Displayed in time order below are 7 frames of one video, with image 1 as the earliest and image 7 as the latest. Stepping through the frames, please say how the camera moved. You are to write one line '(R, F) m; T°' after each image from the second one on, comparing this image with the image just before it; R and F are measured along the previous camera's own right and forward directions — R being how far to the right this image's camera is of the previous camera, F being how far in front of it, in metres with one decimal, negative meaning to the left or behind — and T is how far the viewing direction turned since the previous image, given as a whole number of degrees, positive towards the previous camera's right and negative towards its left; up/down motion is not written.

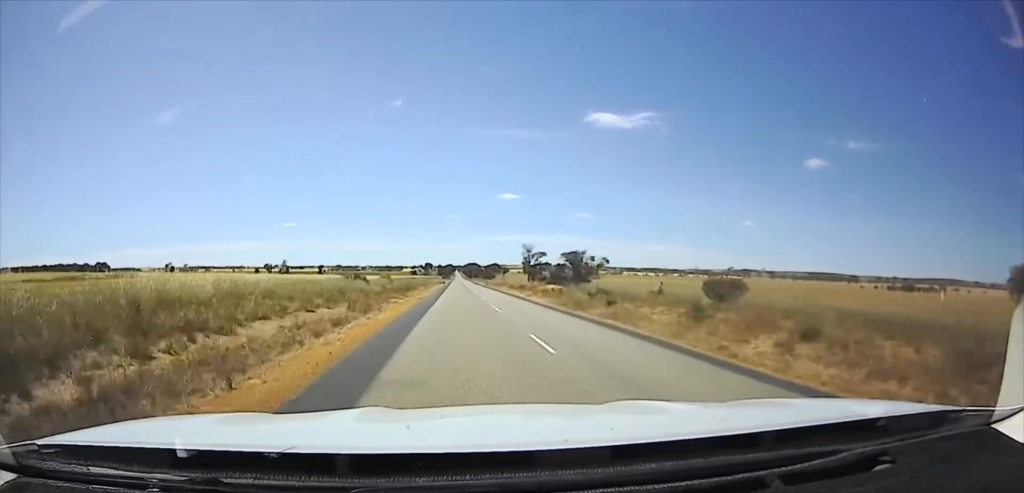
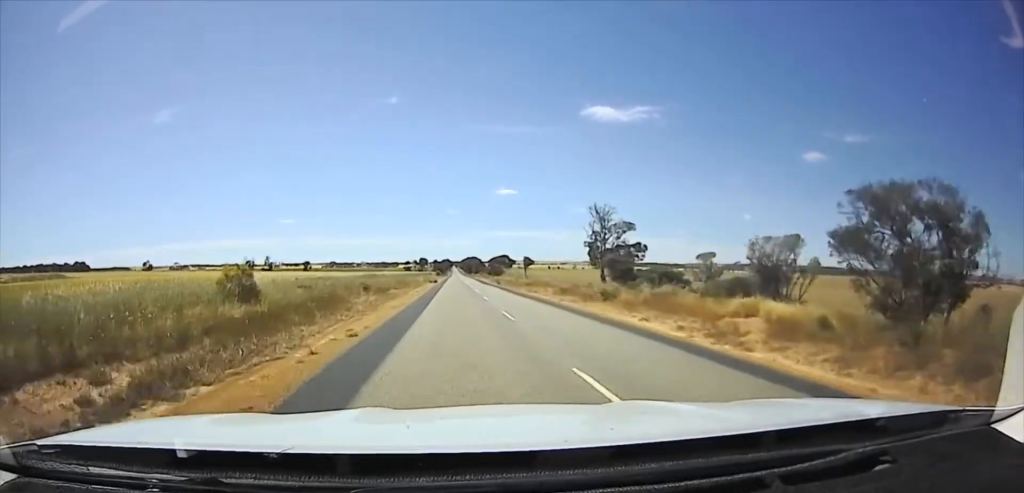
(-1.0, +49.1) m; -3°
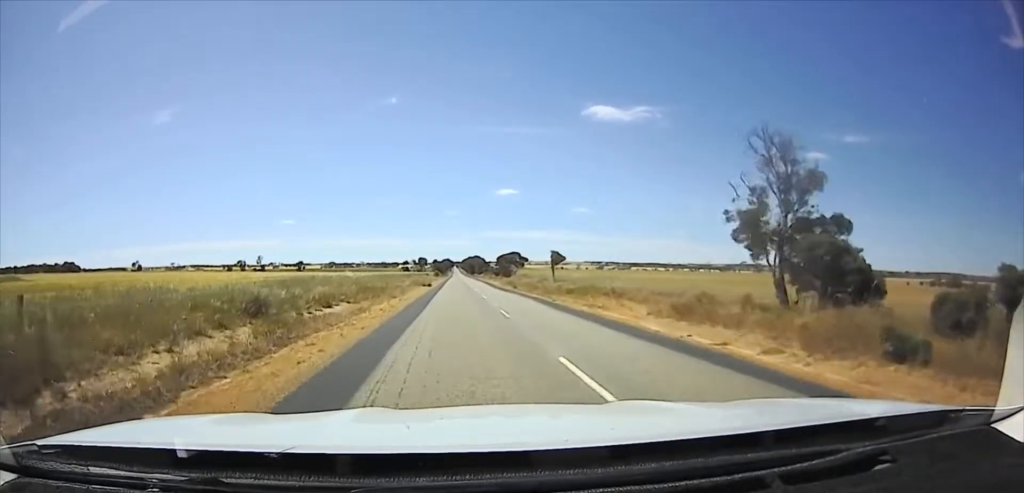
(-0.7, +23.1) m; 0°
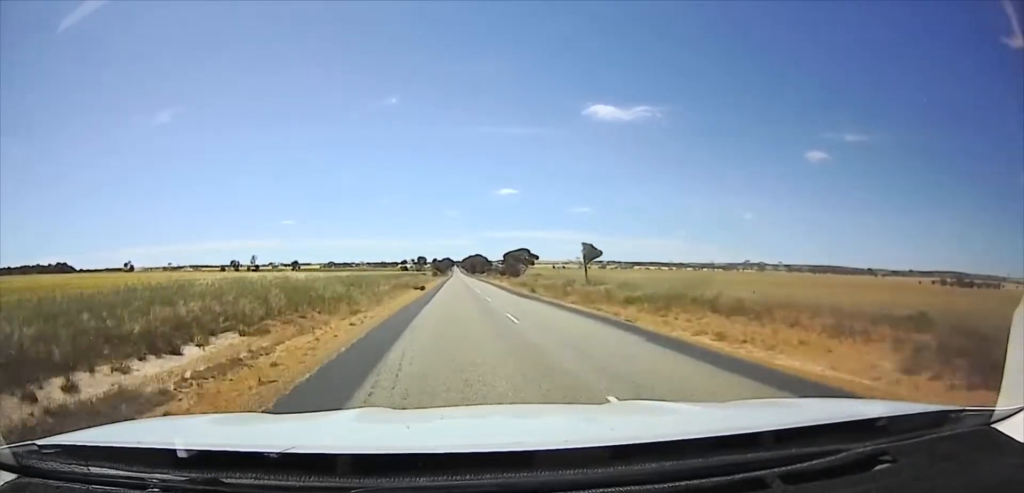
(+0.6, +13.7) m; +2°
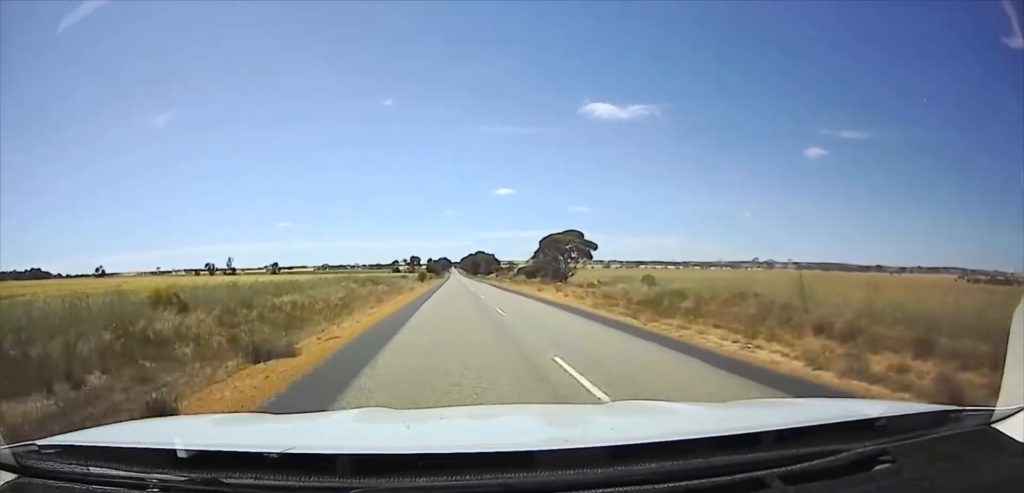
(+0.5, +35.8) m; +1°
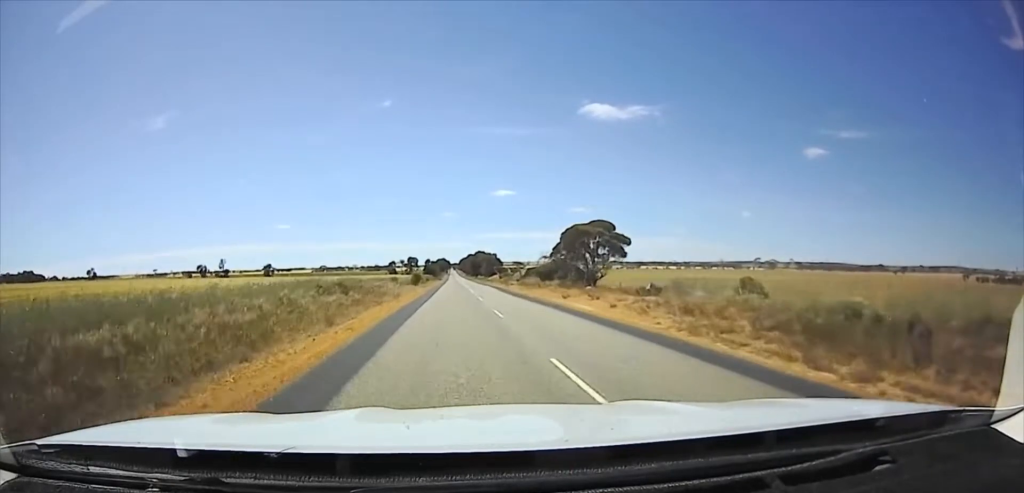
(0.0, +8.6) m; 0°
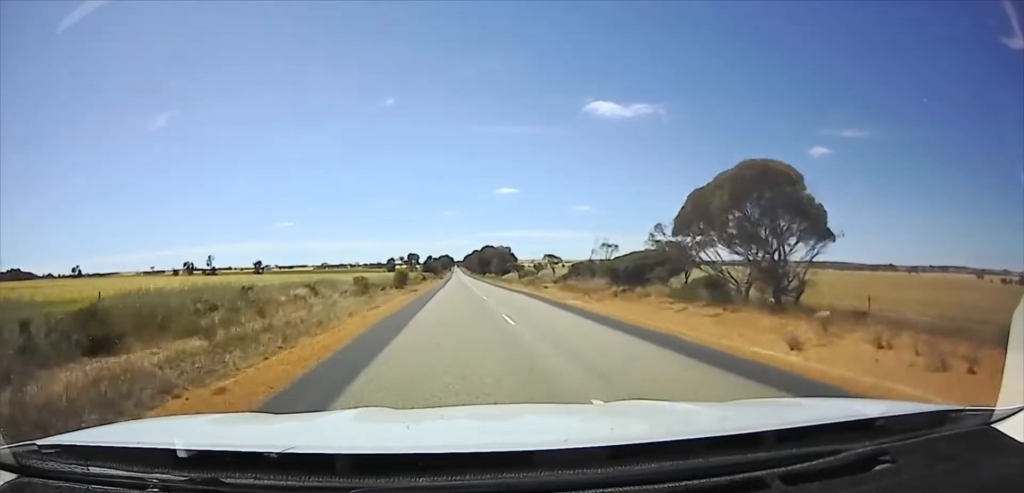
(0.0, +19.1) m; 0°
